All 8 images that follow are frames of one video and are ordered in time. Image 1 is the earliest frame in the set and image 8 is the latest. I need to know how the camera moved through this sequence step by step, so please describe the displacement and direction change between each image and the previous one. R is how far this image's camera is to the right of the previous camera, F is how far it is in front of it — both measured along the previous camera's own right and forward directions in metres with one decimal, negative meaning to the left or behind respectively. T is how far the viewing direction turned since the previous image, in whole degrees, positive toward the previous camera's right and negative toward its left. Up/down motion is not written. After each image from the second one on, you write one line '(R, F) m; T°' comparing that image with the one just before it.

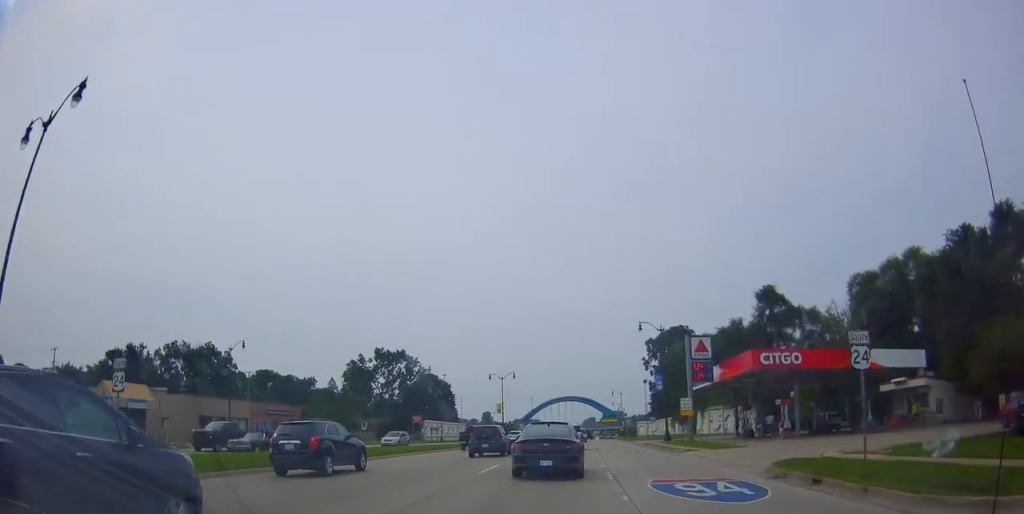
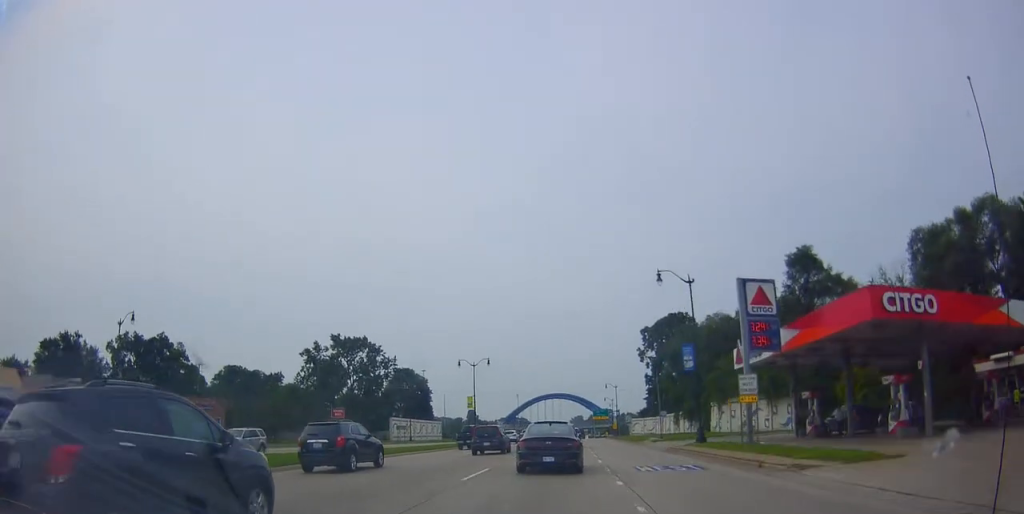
(+0.4, +17.9) m; +1°
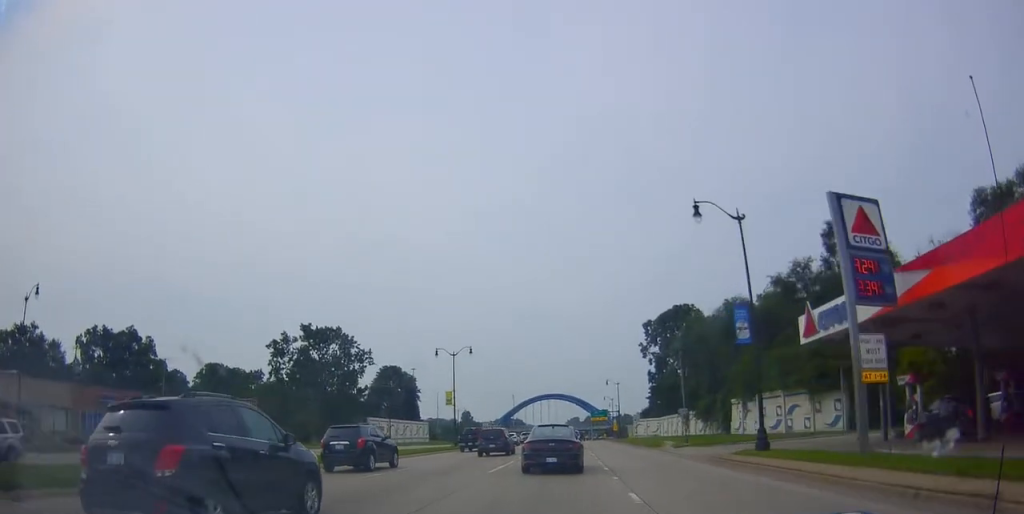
(0.0, +12.2) m; 0°
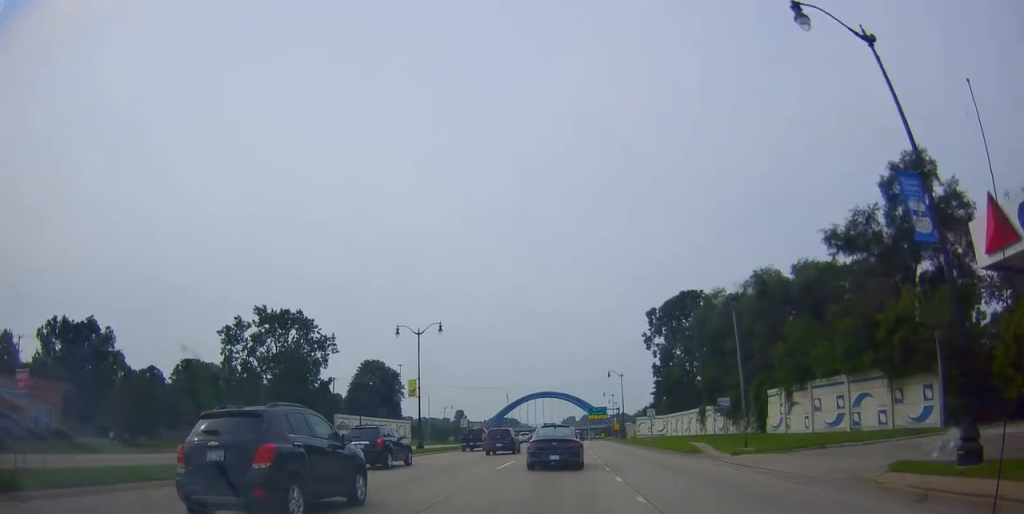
(0.0, +14.4) m; 0°
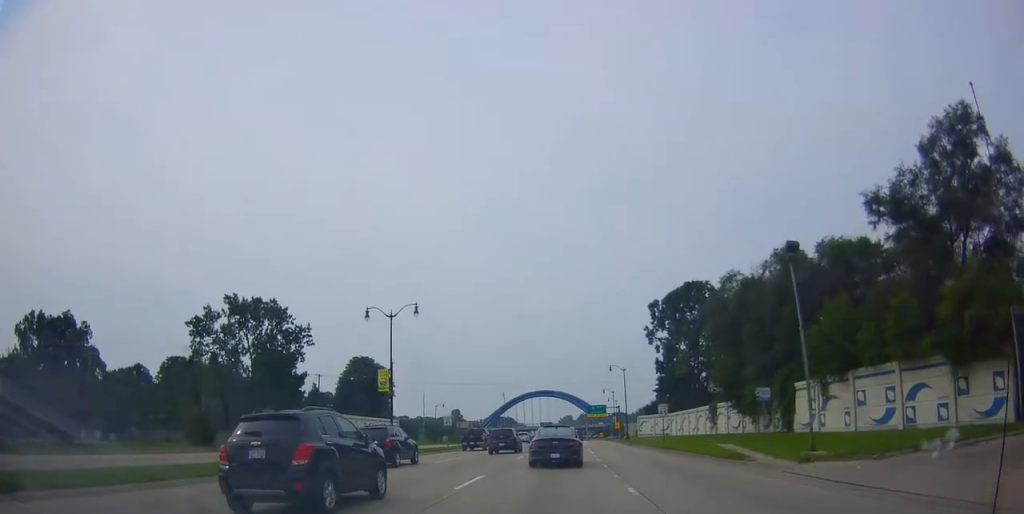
(0.0, +7.8) m; 0°
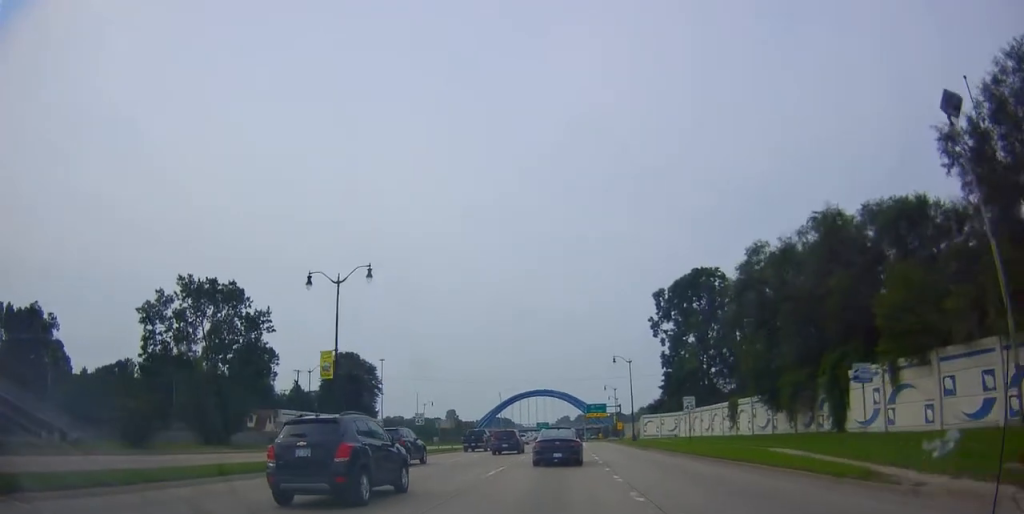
(0.0, +10.5) m; 0°
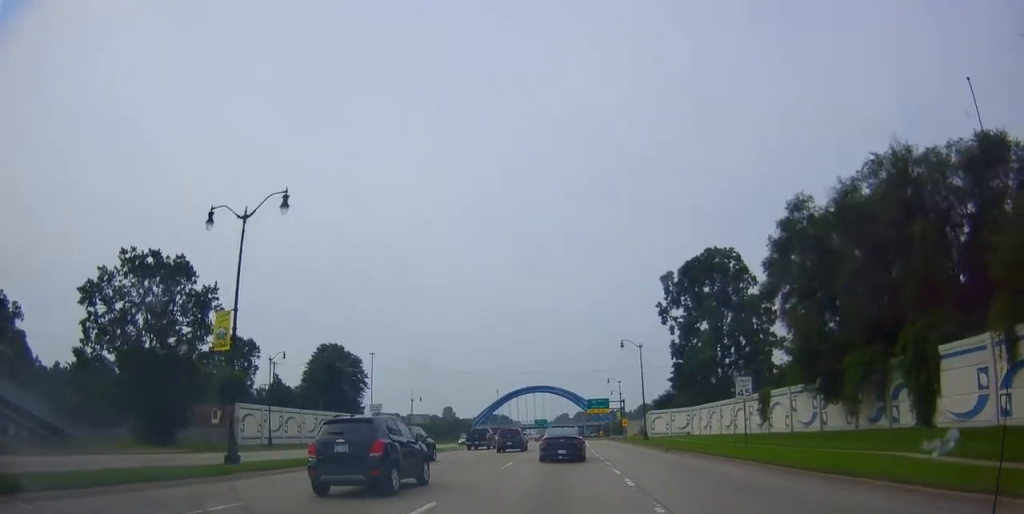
(0.0, +11.0) m; 0°
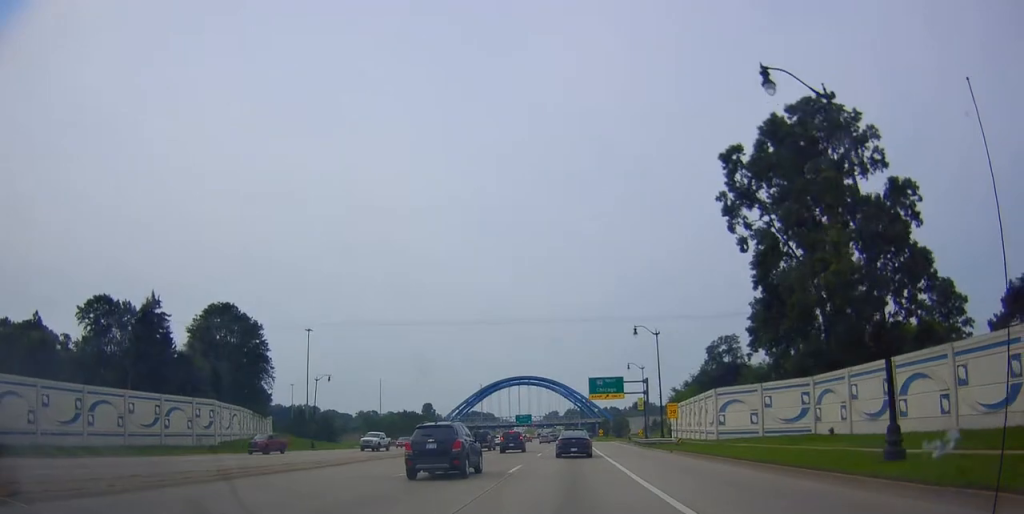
(+1.2, +48.2) m; +4°
